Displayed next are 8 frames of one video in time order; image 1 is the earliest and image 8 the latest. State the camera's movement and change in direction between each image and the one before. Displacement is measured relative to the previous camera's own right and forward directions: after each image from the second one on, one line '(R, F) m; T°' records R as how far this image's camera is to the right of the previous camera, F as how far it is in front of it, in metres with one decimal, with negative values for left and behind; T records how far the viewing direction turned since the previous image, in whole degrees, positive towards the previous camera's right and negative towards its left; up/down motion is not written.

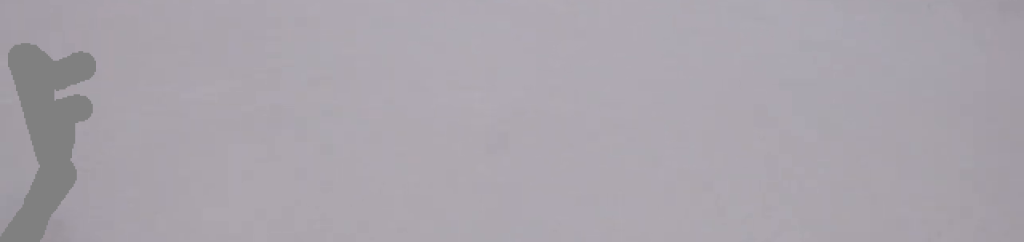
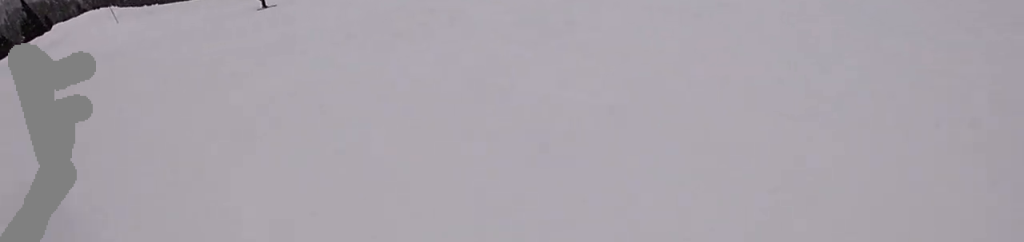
(-1.2, +15.5) m; +20°
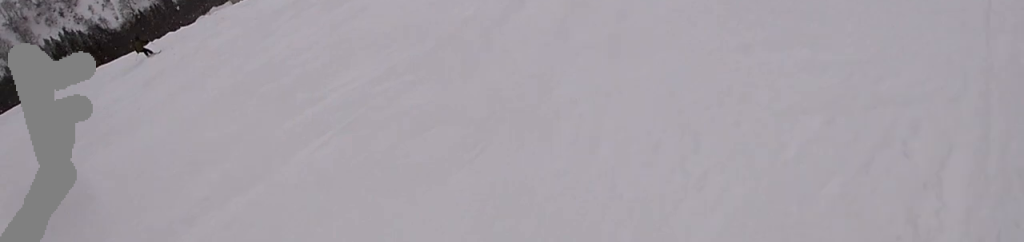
(+1.5, +5.1) m; +19°
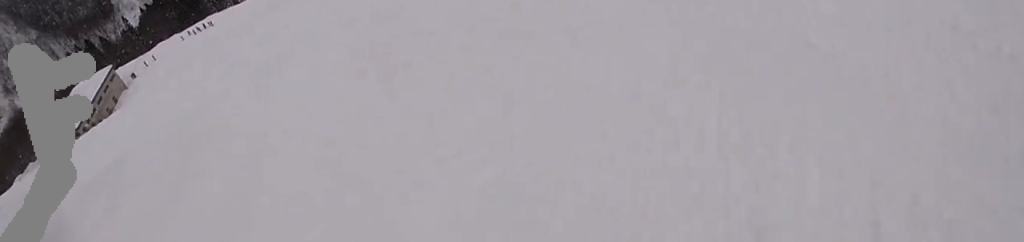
(+0.9, +5.0) m; +8°
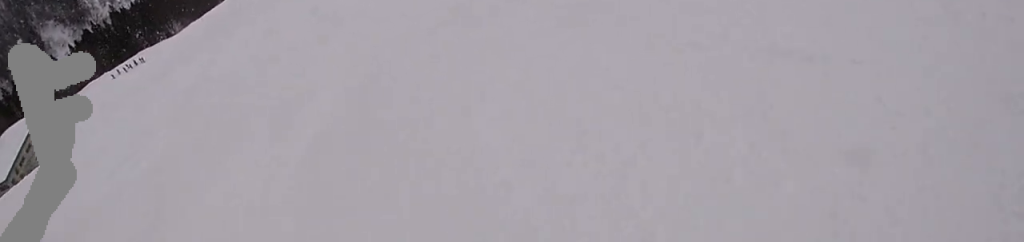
(+0.1, +4.8) m; -6°
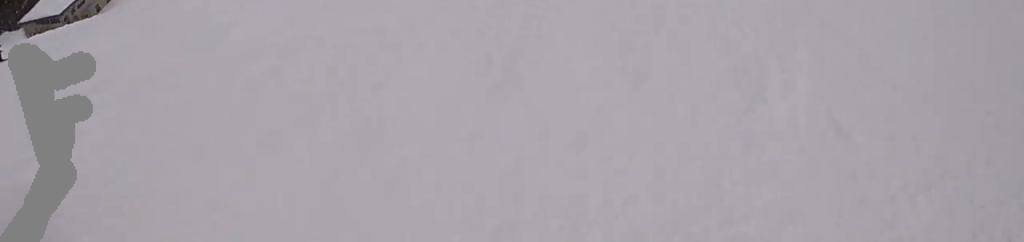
(-0.4, +3.8) m; -15°
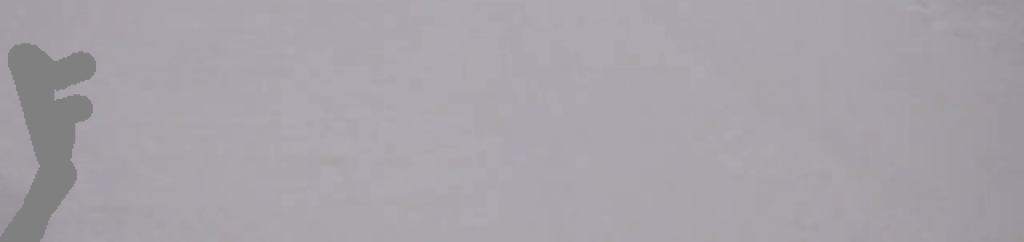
(-2.2, +6.7) m; -33°
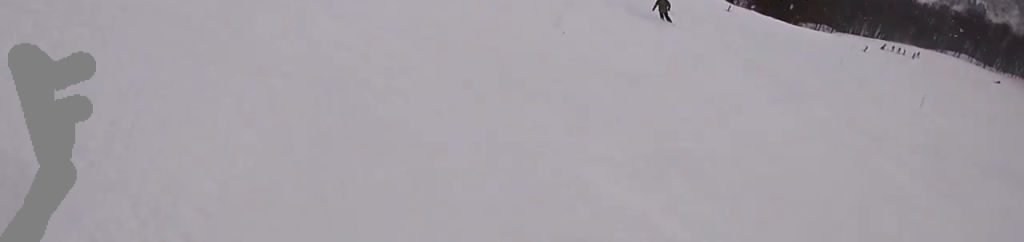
(-1.4, +6.7) m; -22°
